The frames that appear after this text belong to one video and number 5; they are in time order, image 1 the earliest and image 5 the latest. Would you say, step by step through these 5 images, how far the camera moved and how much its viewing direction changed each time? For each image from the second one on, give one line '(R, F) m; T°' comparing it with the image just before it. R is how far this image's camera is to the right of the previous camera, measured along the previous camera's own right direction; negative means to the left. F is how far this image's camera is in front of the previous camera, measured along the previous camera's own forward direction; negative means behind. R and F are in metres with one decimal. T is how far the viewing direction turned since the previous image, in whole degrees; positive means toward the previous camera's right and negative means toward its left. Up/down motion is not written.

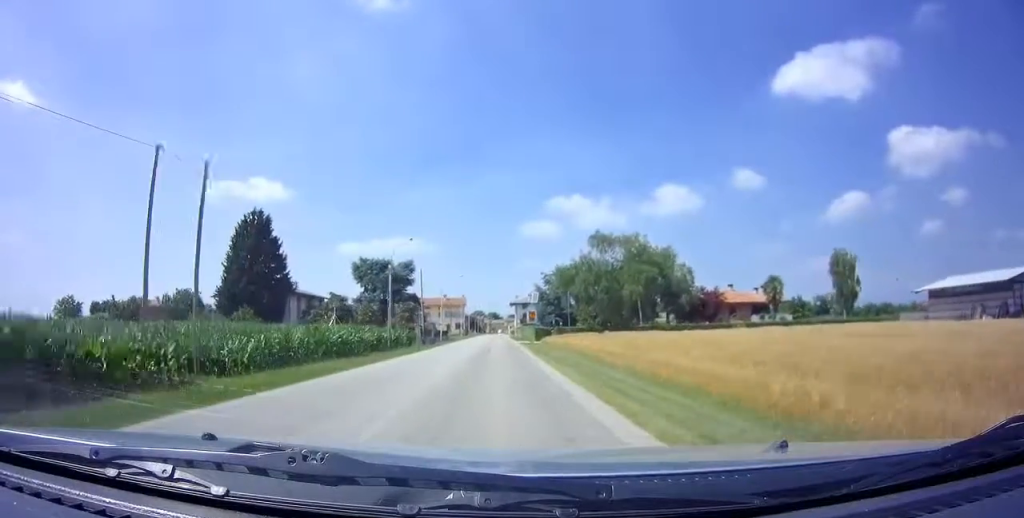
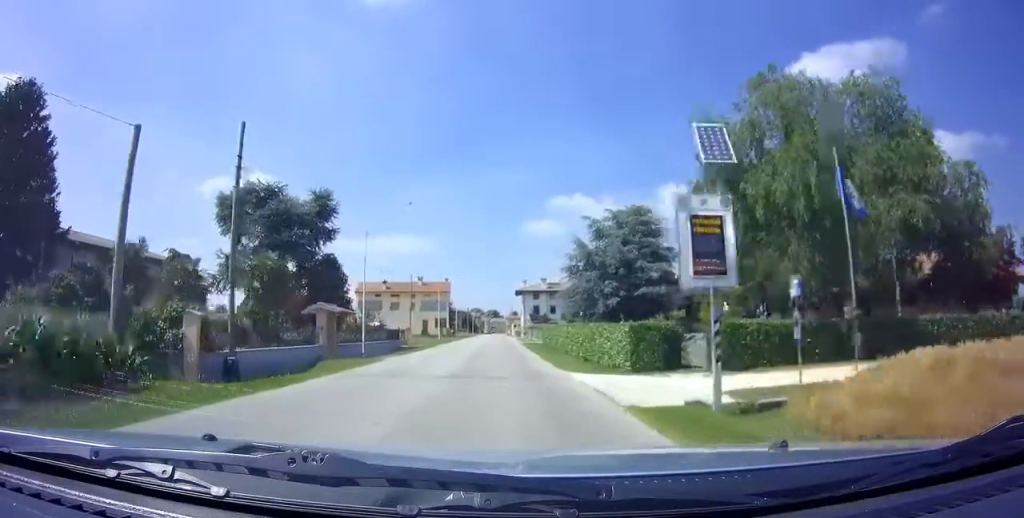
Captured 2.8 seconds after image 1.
(+0.1, +41.1) m; 0°
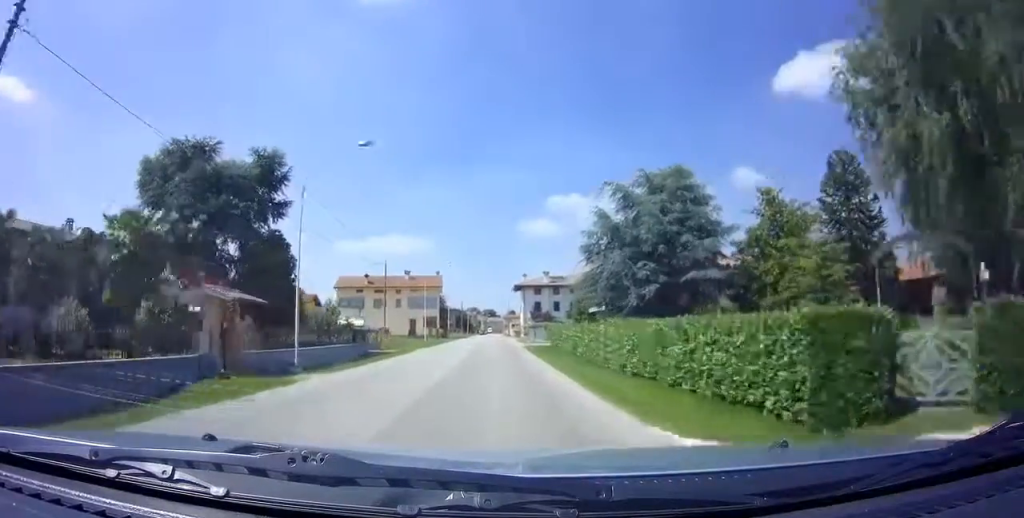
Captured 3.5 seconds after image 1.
(0.0, +9.9) m; 0°
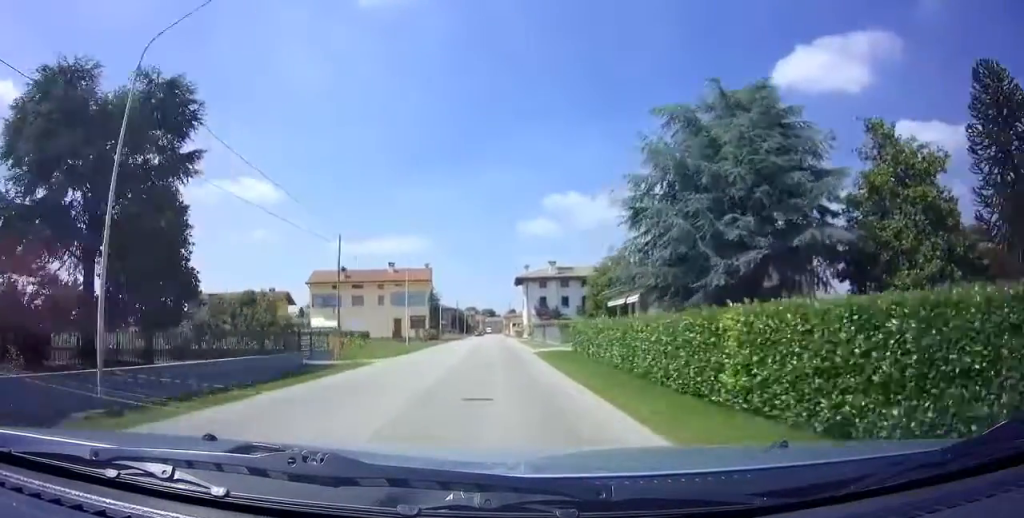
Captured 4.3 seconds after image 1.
(+0.1, +11.3) m; 0°
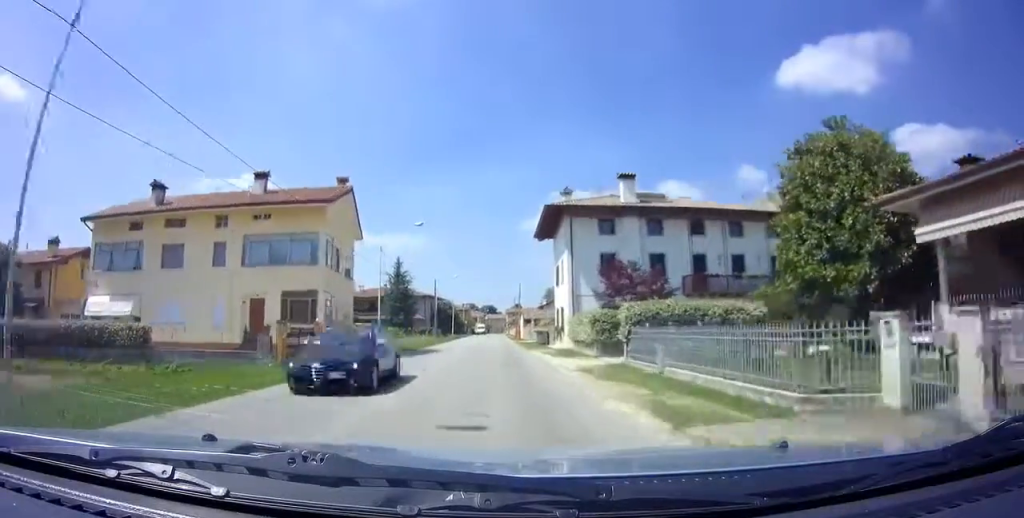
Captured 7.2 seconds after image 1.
(+0.1, +40.2) m; 0°
